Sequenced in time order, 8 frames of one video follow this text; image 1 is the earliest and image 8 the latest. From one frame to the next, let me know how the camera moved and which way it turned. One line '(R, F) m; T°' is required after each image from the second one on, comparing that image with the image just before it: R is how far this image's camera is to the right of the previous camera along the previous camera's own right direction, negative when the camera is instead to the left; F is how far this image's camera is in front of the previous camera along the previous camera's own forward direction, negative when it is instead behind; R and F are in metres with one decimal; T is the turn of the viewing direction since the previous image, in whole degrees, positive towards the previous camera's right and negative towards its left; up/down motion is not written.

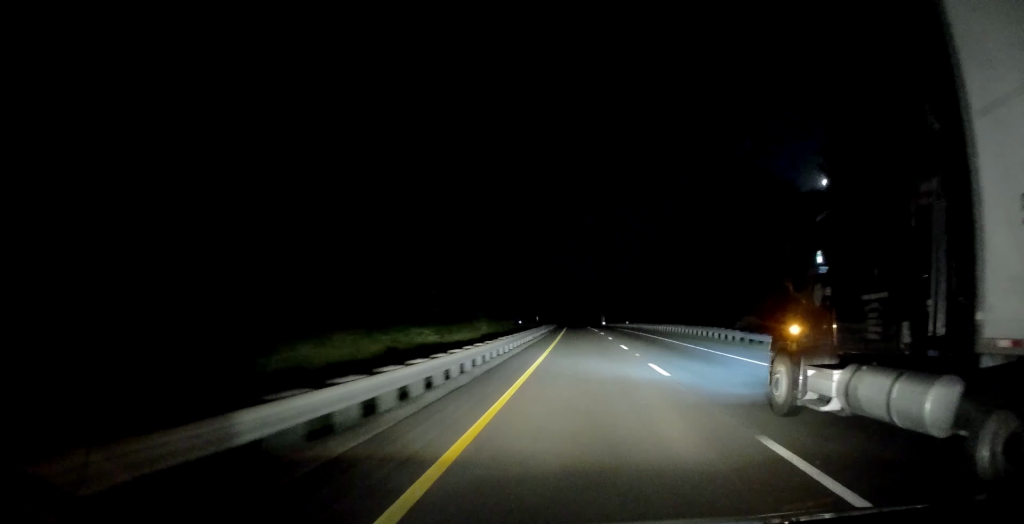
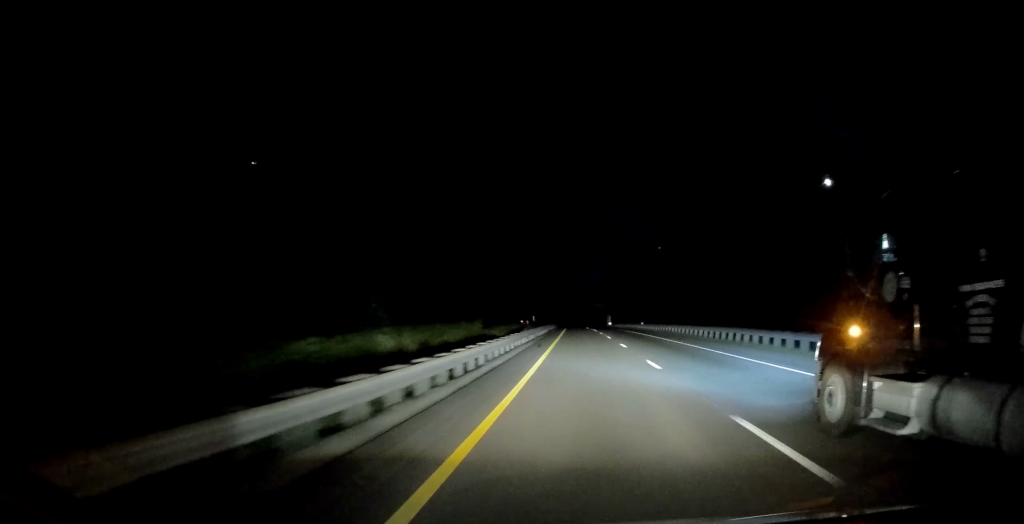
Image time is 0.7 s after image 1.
(+0.1, +22.7) m; -1°
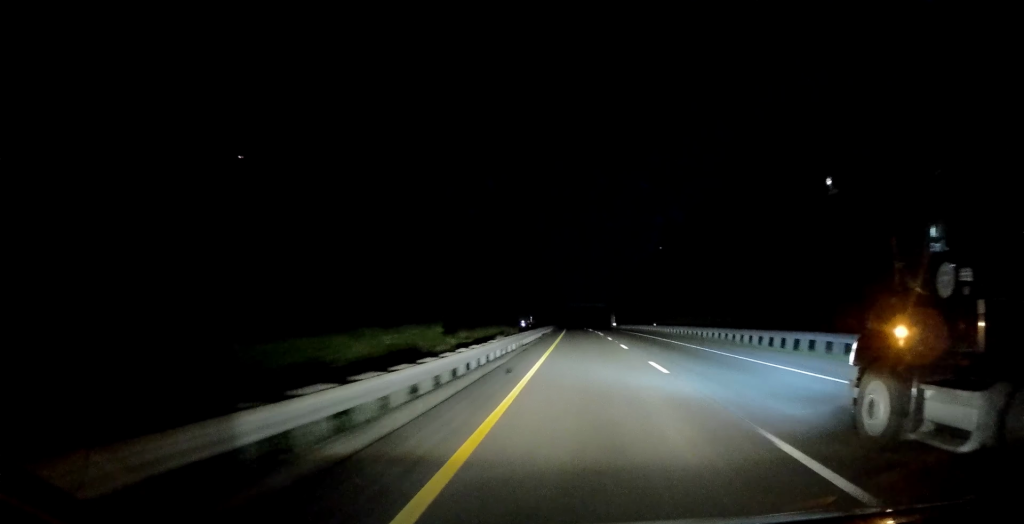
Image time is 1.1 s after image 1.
(-0.1, +12.9) m; 0°
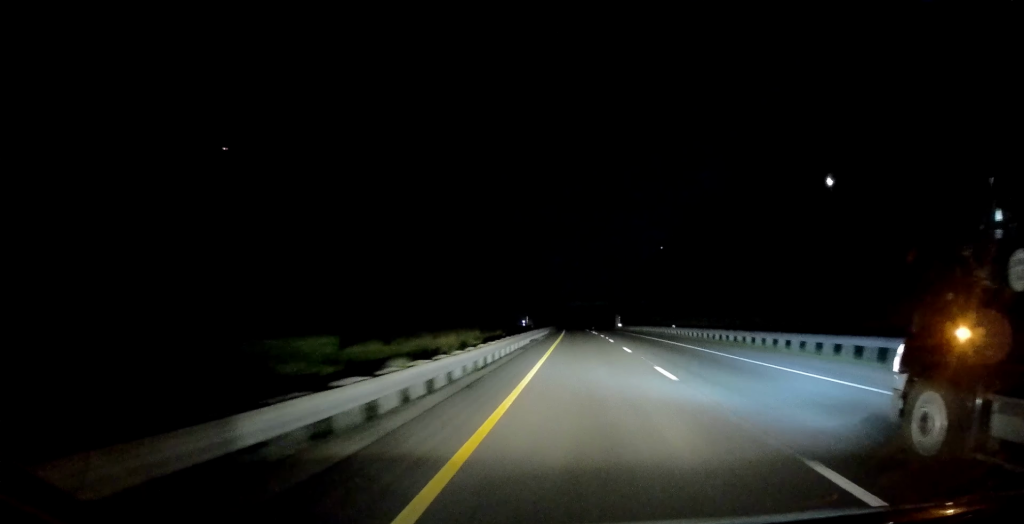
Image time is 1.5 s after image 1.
(-0.2, +14.0) m; 0°
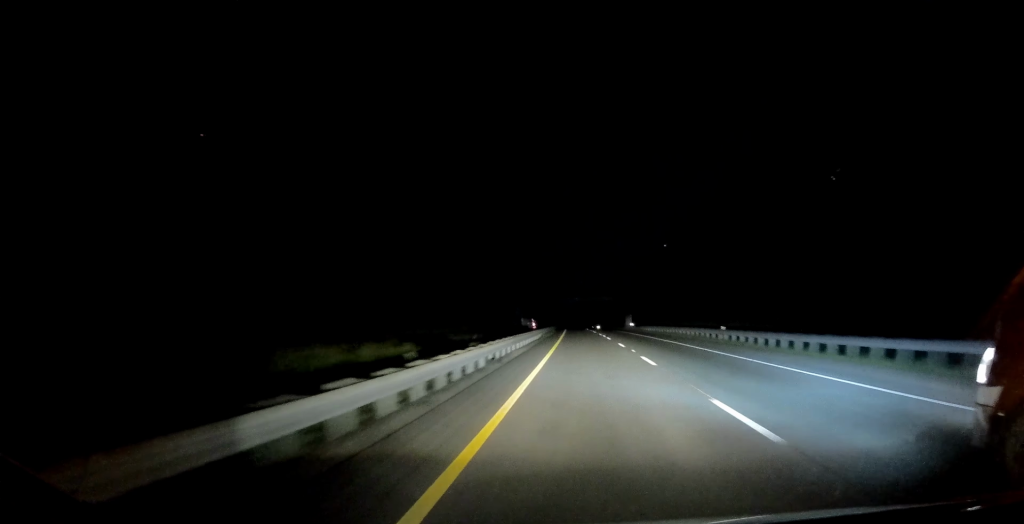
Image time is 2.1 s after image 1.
(-0.1, +19.4) m; 0°
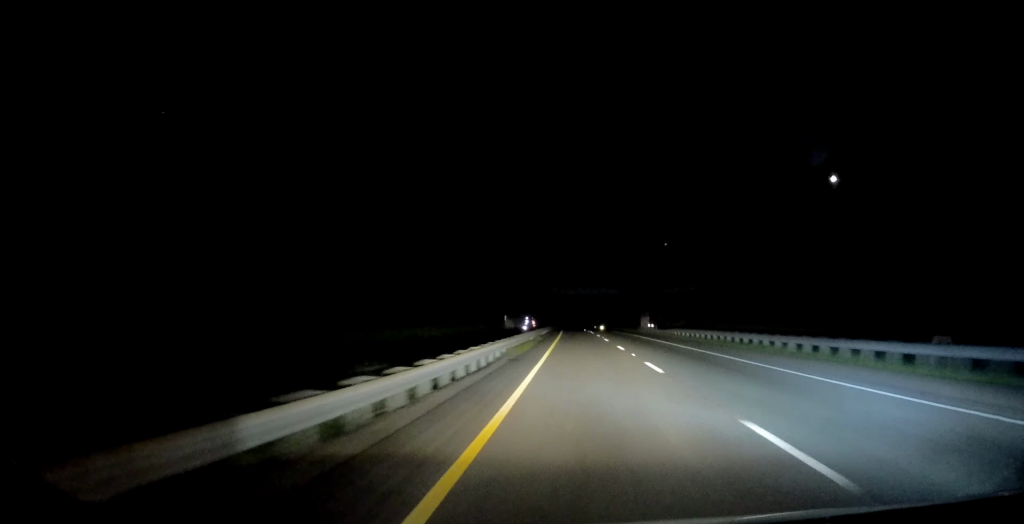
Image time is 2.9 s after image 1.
(-0.1, +25.8) m; 0°
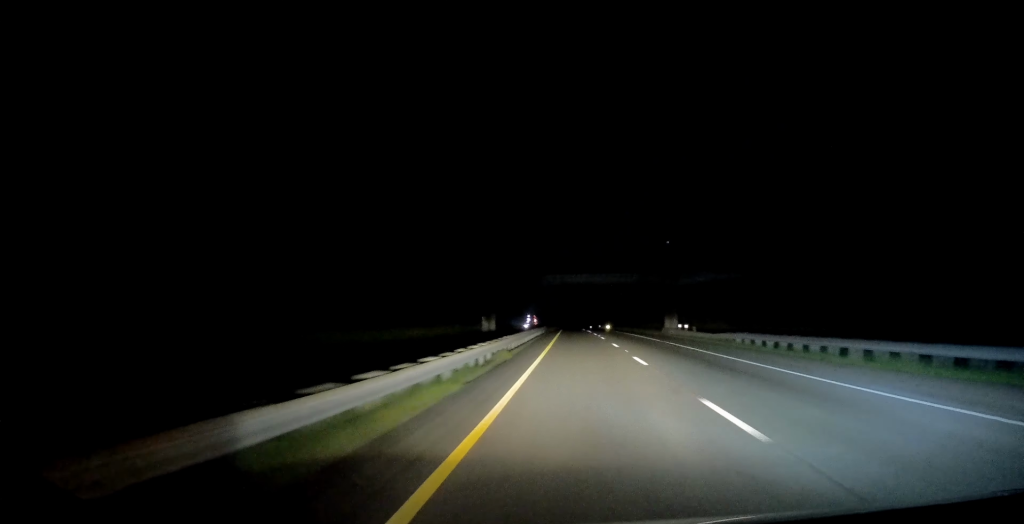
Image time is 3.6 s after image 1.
(+0.1, +21.9) m; 0°
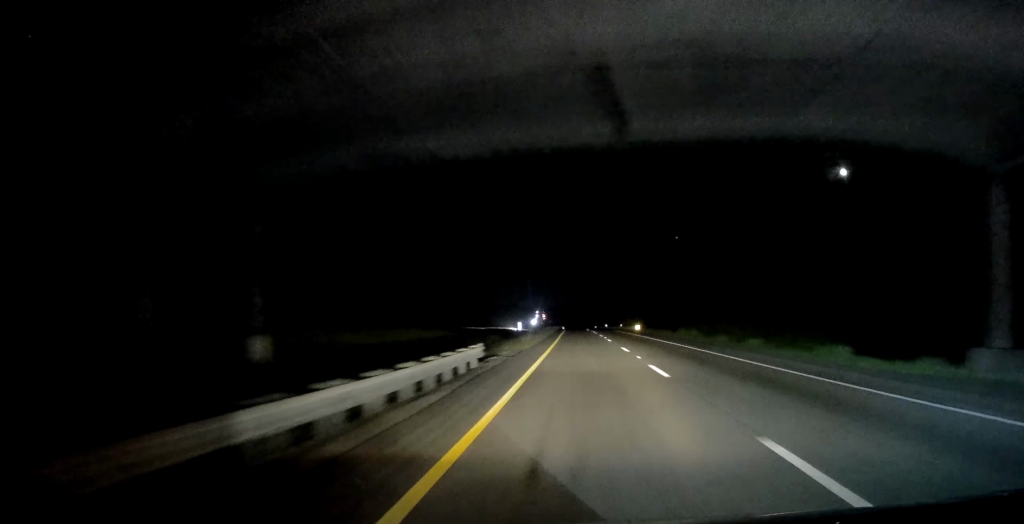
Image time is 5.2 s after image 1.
(0.0, +51.8) m; 0°
